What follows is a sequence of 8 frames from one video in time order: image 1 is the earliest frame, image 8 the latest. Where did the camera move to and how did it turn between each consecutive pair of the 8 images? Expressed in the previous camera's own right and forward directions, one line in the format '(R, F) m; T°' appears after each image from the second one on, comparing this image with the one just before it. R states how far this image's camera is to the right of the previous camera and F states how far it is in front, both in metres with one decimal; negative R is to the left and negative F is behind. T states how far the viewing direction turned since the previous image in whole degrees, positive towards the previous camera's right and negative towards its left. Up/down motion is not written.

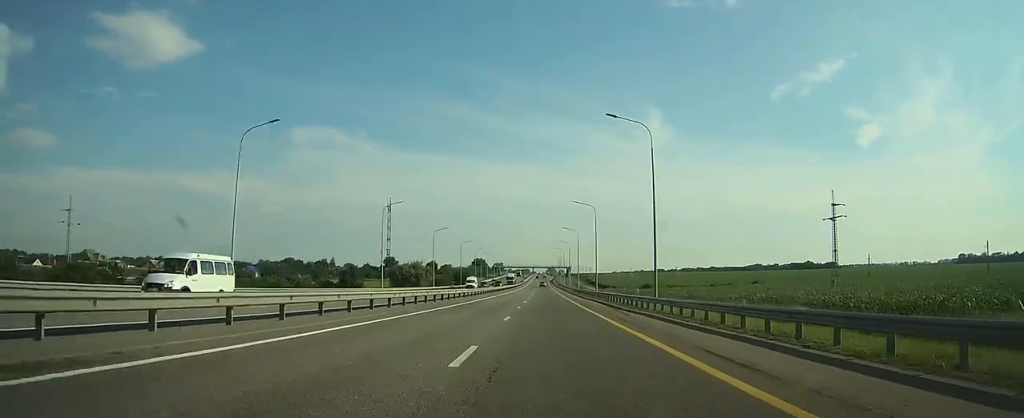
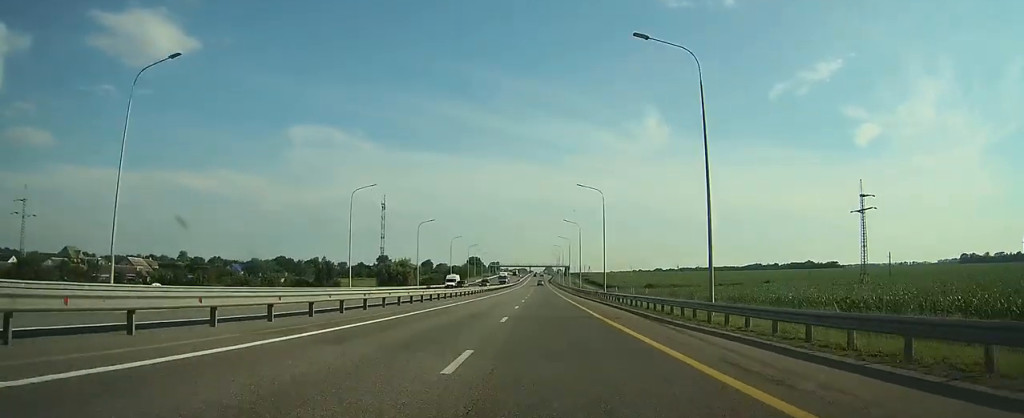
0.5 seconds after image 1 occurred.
(0.0, +12.8) m; 0°
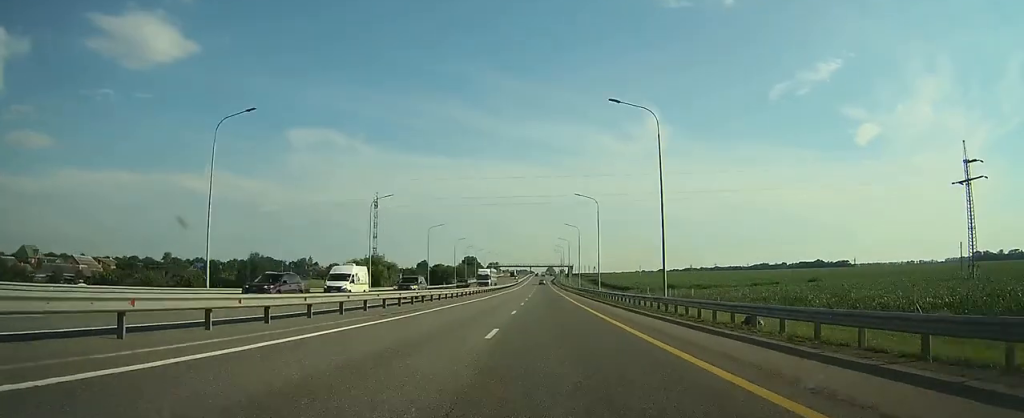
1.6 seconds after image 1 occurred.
(-0.1, +31.0) m; 0°
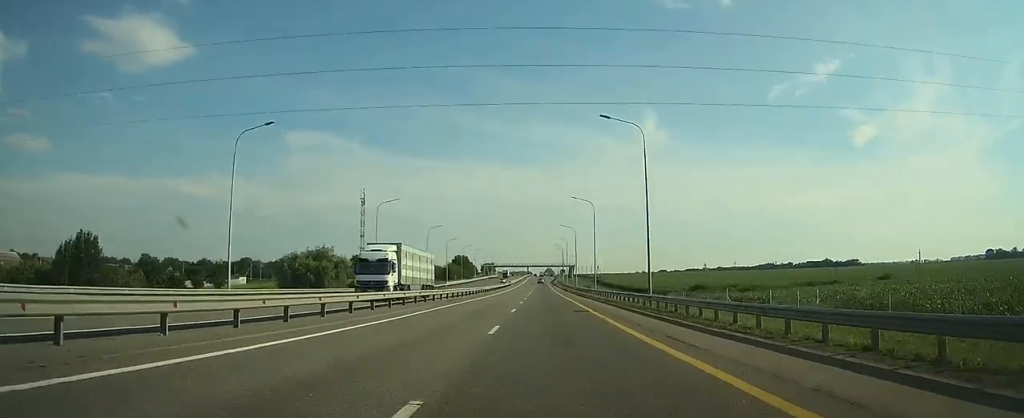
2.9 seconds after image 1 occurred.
(0.0, +35.3) m; 0°
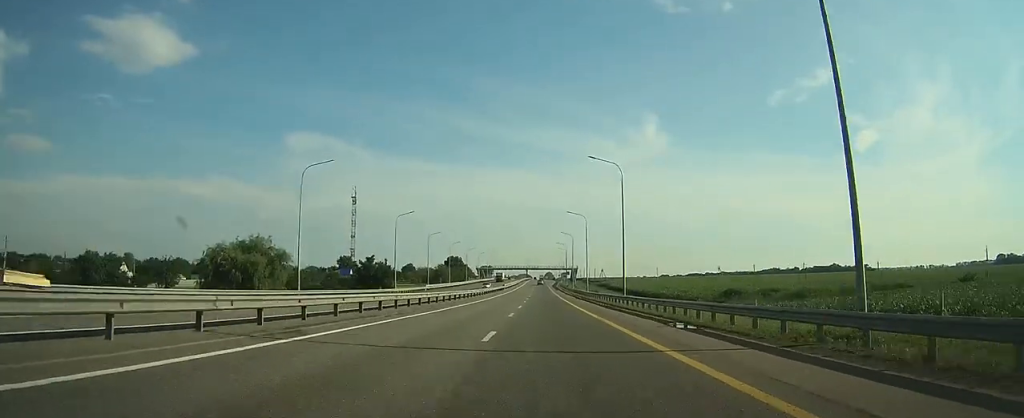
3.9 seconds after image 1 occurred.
(+0.1, +26.1) m; 0°
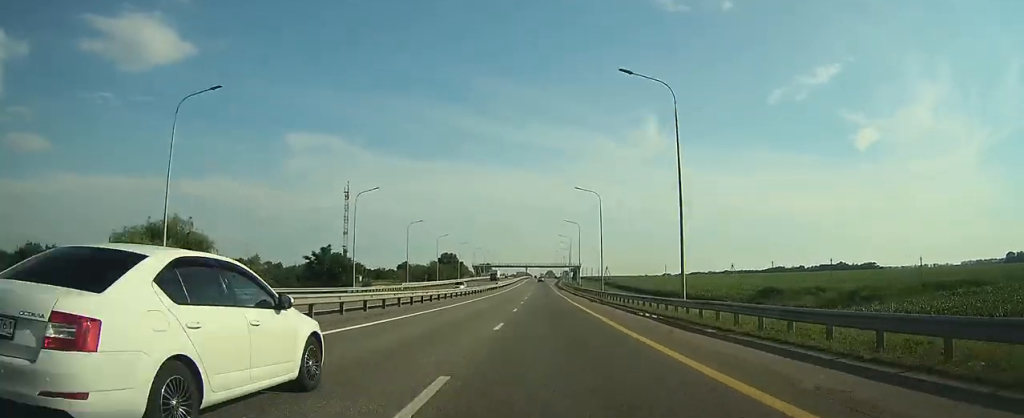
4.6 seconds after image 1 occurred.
(+0.2, +20.6) m; 0°
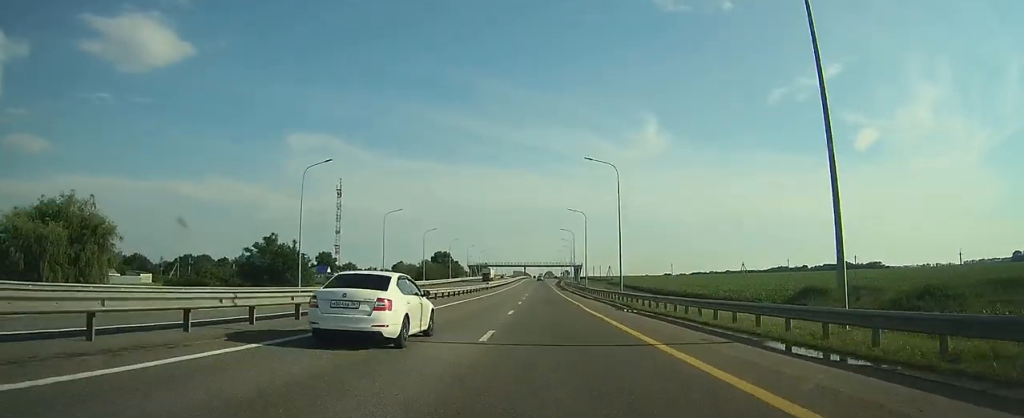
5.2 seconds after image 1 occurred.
(-0.3, +16.2) m; 0°
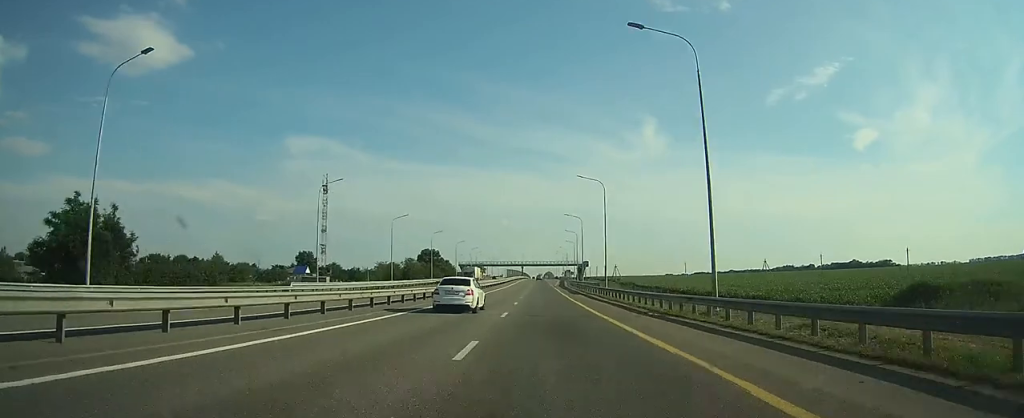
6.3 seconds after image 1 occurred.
(+0.1, +27.9) m; +1°
